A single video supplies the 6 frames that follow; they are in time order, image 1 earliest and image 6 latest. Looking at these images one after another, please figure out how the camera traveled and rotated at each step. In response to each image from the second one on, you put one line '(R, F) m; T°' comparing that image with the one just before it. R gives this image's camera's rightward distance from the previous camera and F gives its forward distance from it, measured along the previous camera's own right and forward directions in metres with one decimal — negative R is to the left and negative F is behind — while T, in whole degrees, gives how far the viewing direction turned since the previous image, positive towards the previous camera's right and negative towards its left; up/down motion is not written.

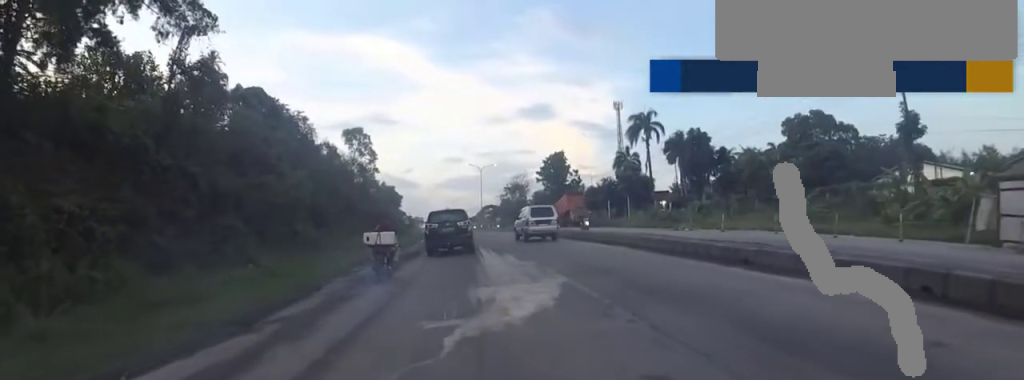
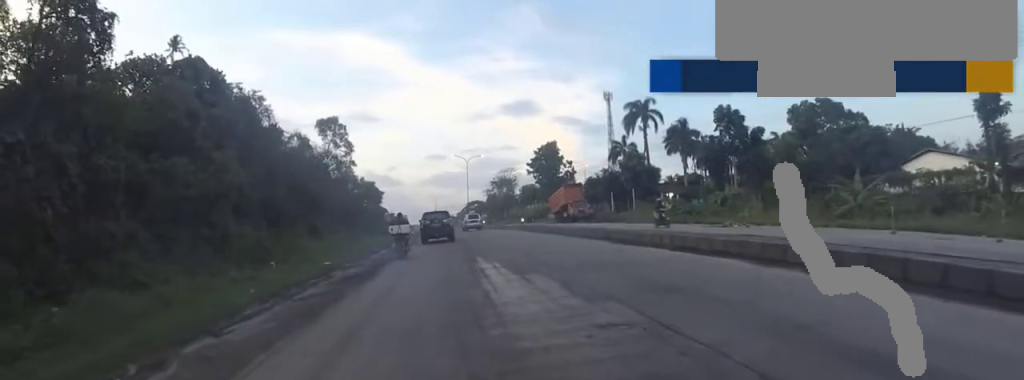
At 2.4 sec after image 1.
(0.0, +8.6) m; 0°
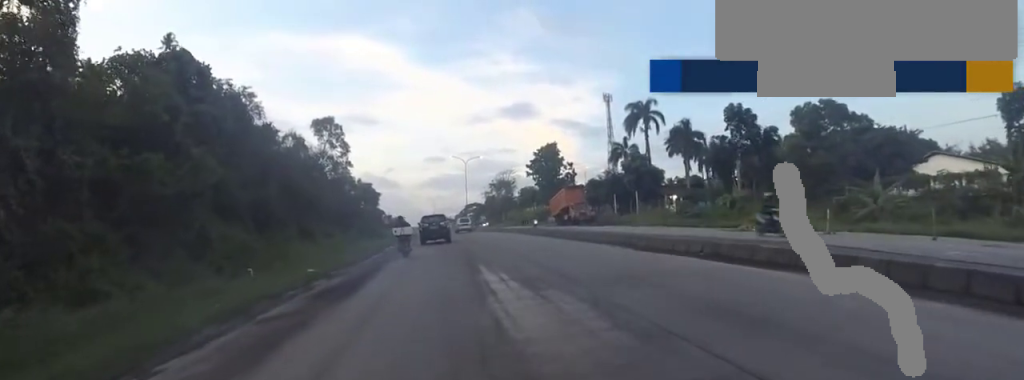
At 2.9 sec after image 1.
(0.0, +2.1) m; 0°
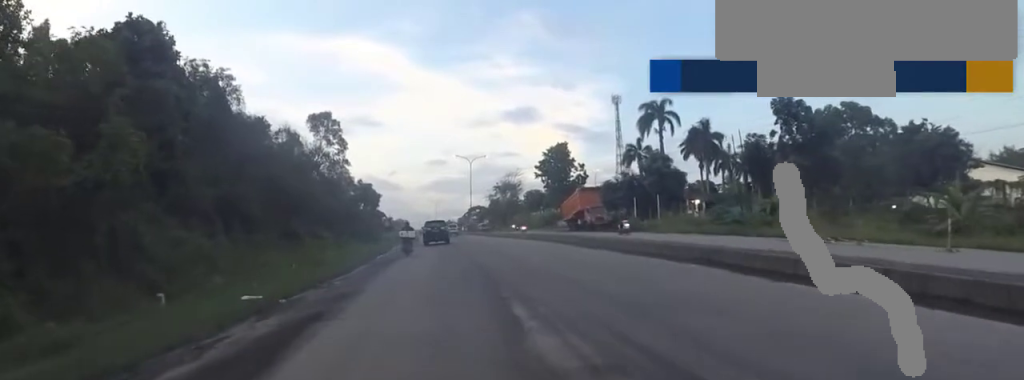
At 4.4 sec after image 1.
(0.0, +5.8) m; 0°
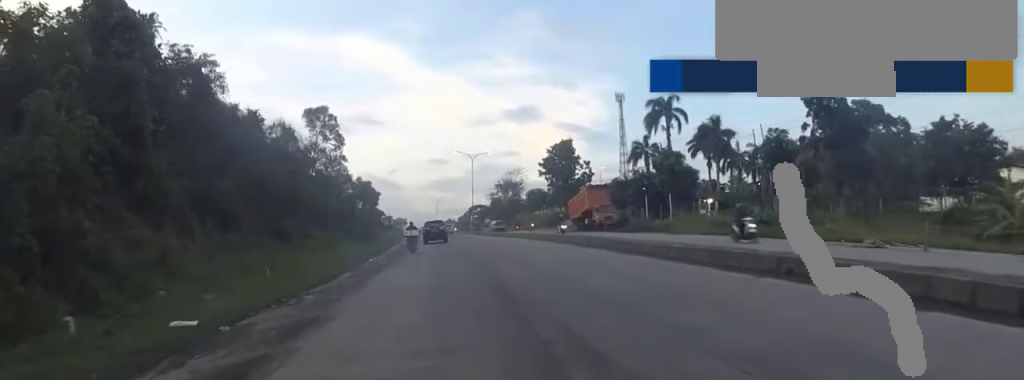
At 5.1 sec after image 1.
(0.0, +3.1) m; 0°
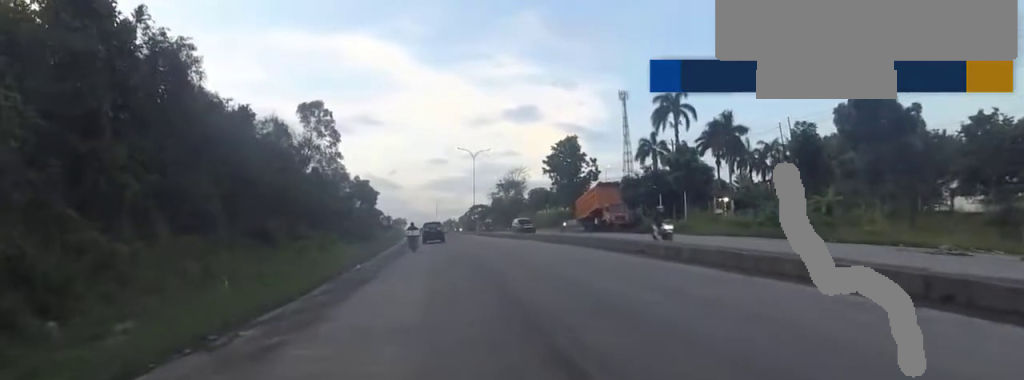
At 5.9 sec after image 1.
(0.0, +3.6) m; -3°
